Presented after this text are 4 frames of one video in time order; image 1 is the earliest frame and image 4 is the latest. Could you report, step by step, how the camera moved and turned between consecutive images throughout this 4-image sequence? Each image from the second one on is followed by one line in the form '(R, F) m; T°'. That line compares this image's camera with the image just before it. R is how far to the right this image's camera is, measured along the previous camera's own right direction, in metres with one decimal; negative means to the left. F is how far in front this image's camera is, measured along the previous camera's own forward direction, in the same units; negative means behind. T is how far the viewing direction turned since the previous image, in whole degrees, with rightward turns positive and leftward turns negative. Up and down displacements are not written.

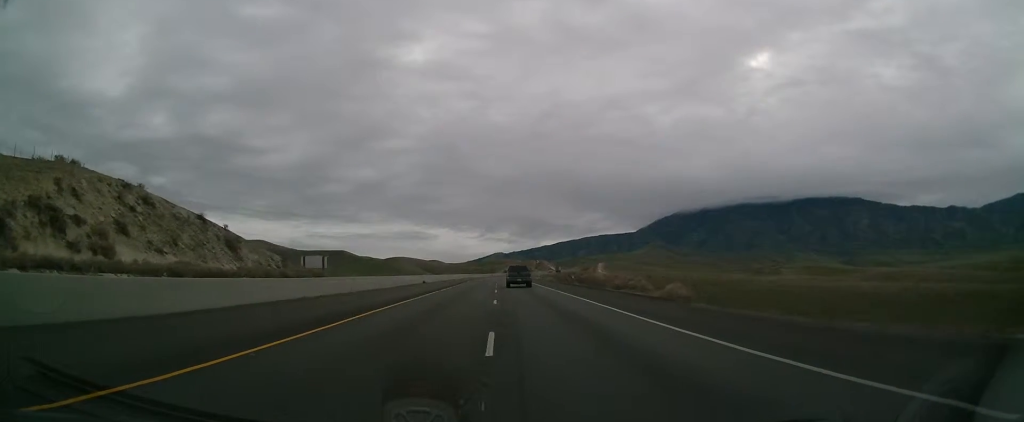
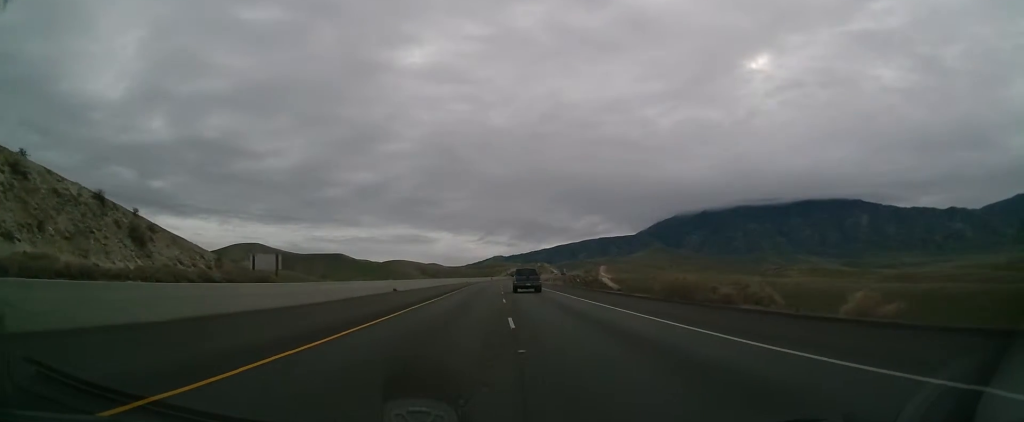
(0.0, +23.1) m; -1°
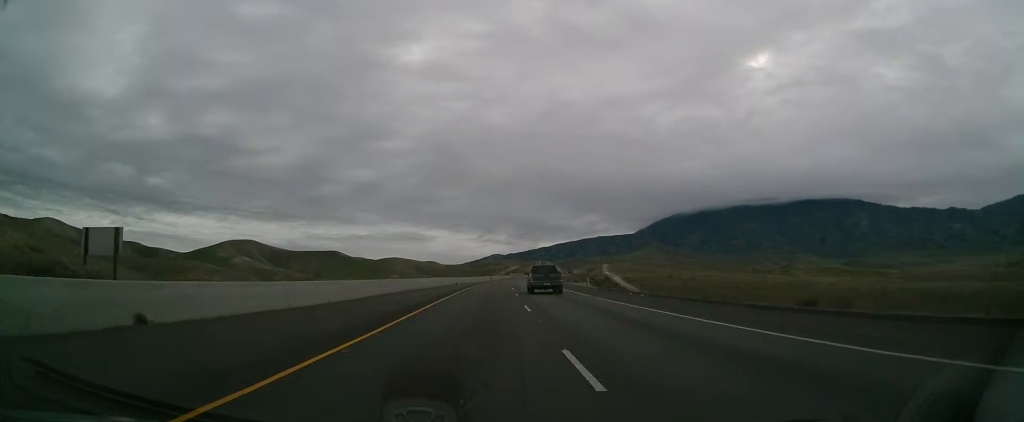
(-0.6, +37.3) m; 0°
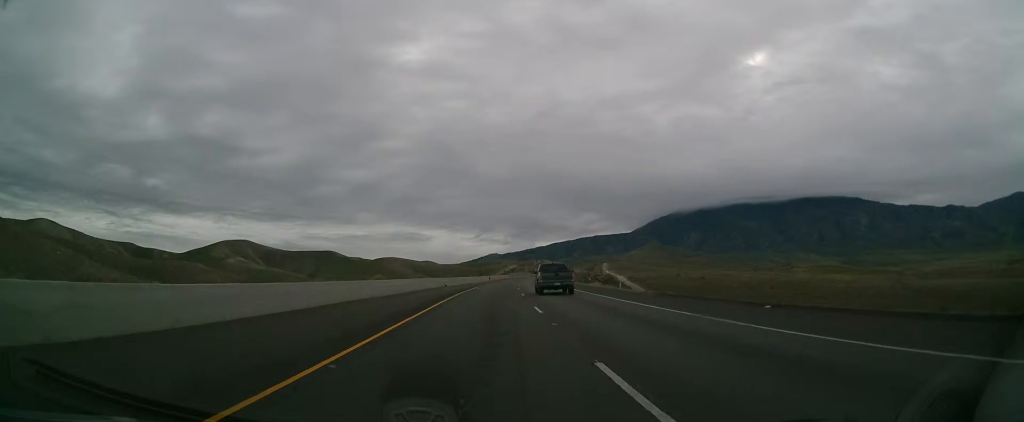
(-0.1, +16.1) m; +1°
